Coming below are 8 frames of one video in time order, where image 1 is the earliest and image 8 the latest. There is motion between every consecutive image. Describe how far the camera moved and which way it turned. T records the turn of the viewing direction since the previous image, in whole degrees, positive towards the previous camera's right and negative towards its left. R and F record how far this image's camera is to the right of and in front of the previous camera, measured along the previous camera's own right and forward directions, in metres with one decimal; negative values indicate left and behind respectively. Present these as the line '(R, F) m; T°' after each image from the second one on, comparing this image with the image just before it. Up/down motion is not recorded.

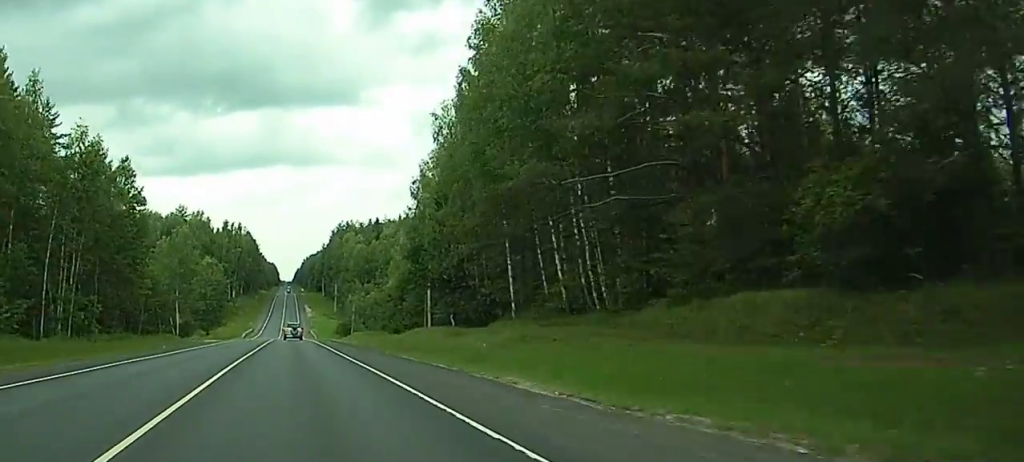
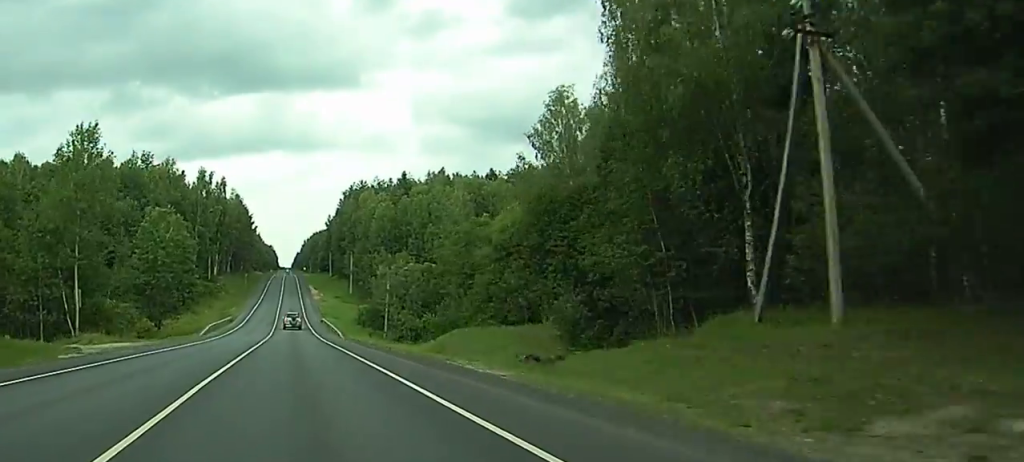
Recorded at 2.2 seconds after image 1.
(+0.9, +63.7) m; +1°
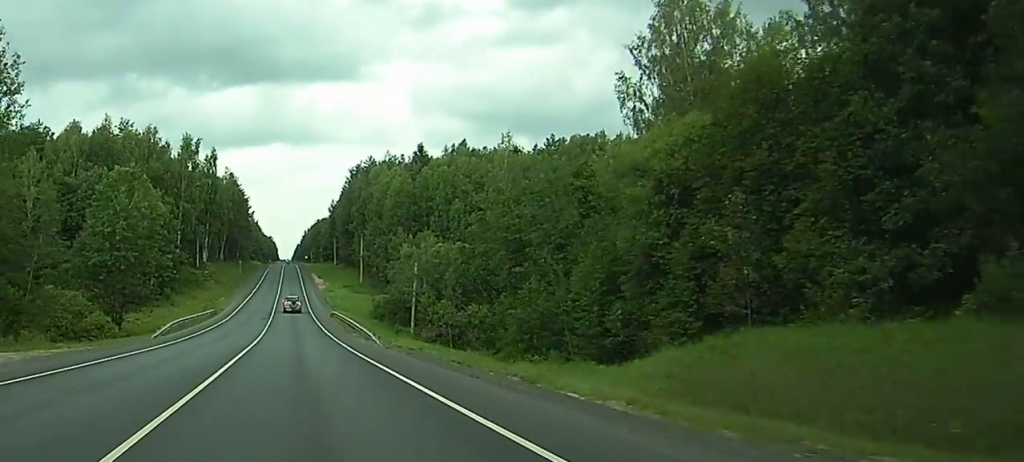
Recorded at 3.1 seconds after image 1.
(-0.2, +25.7) m; -1°
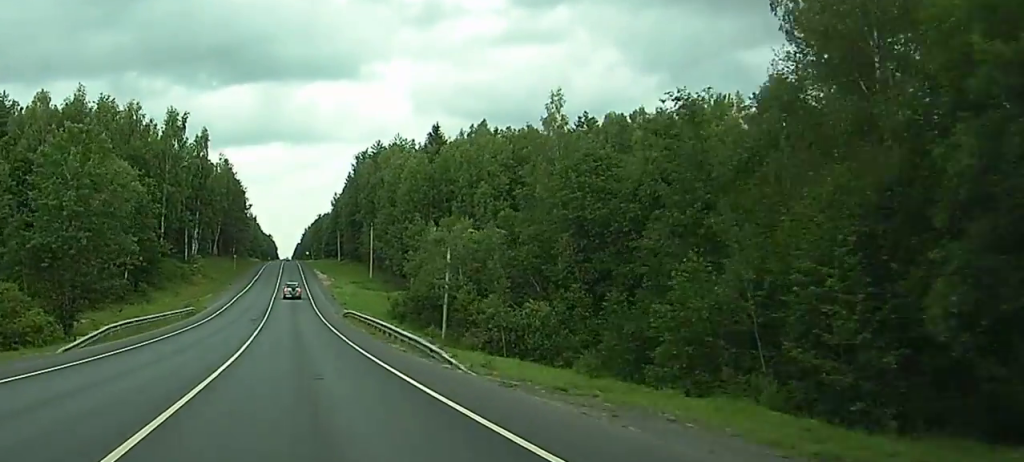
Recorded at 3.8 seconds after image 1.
(-0.2, +19.1) m; 0°
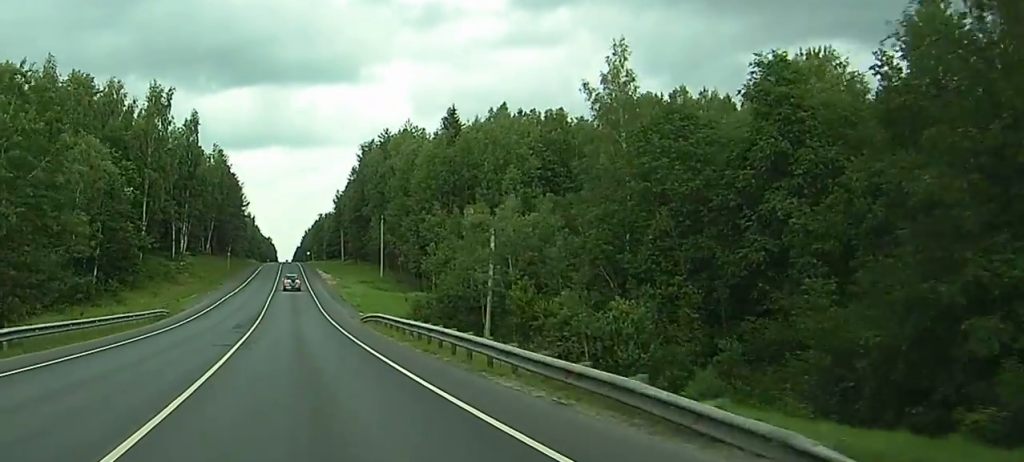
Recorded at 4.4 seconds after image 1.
(+0.1, +16.3) m; 0°
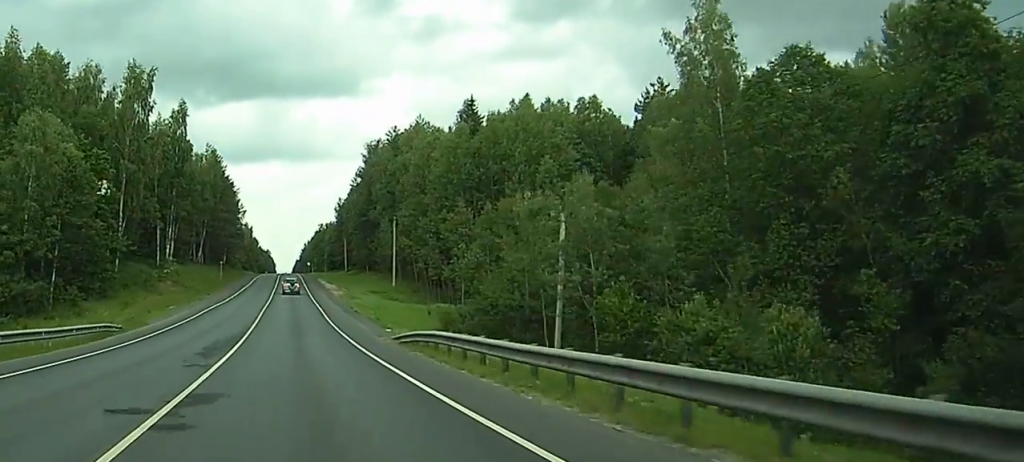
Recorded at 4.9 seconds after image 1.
(0.0, +15.4) m; 0°
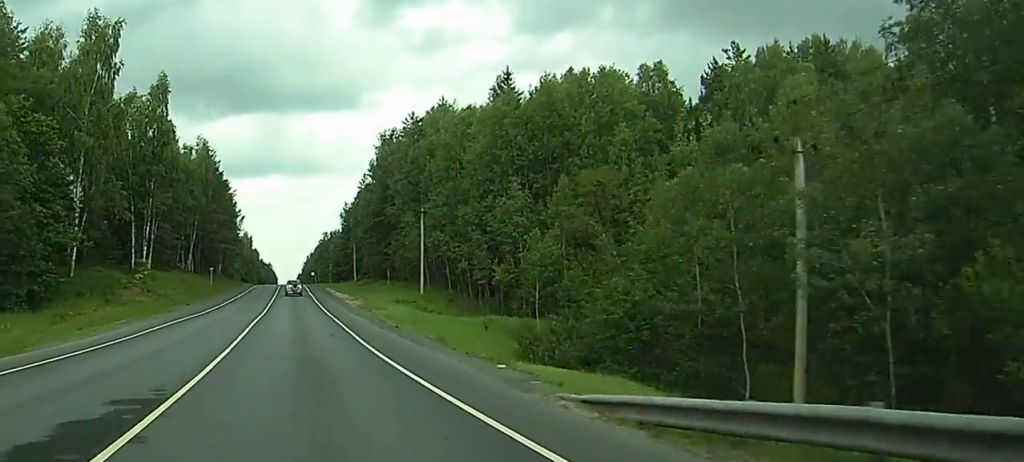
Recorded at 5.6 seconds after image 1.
(-0.2, +21.2) m; 0°
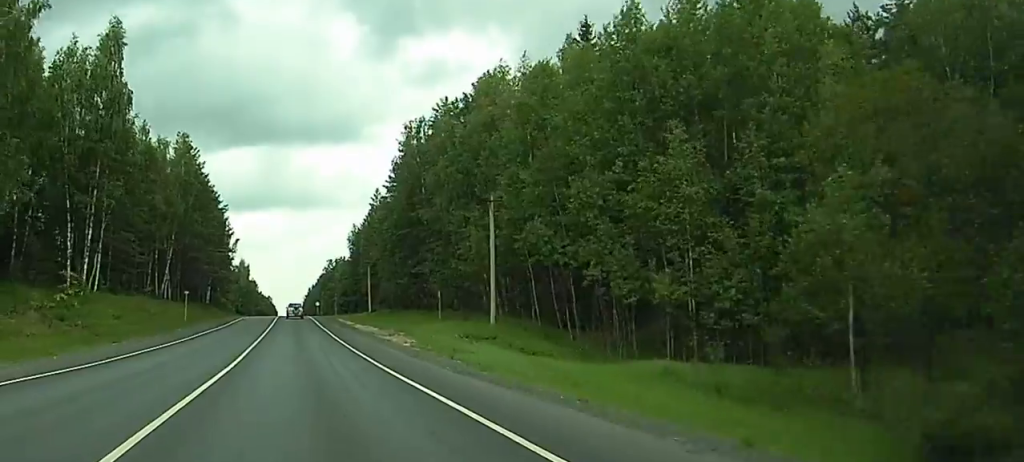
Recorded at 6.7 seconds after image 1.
(-0.1, +29.8) m; 0°
